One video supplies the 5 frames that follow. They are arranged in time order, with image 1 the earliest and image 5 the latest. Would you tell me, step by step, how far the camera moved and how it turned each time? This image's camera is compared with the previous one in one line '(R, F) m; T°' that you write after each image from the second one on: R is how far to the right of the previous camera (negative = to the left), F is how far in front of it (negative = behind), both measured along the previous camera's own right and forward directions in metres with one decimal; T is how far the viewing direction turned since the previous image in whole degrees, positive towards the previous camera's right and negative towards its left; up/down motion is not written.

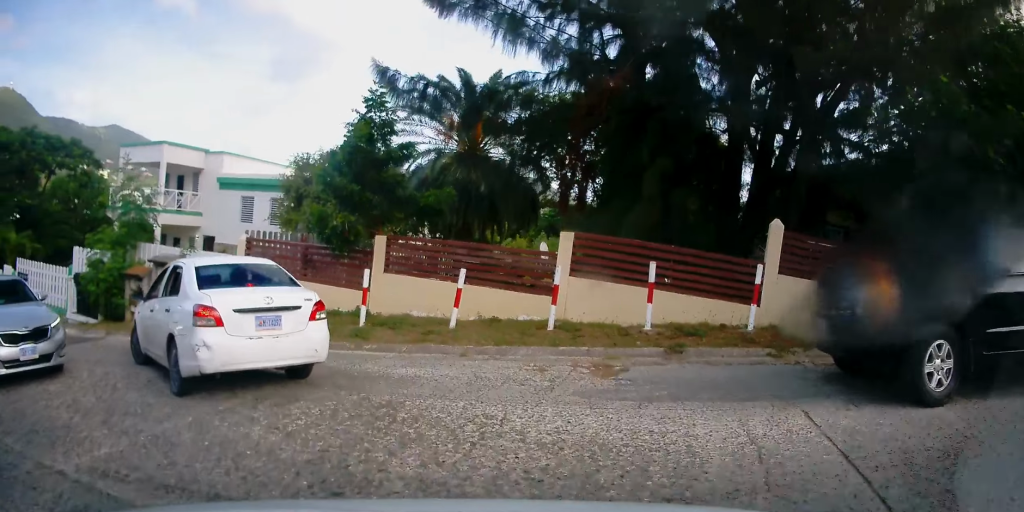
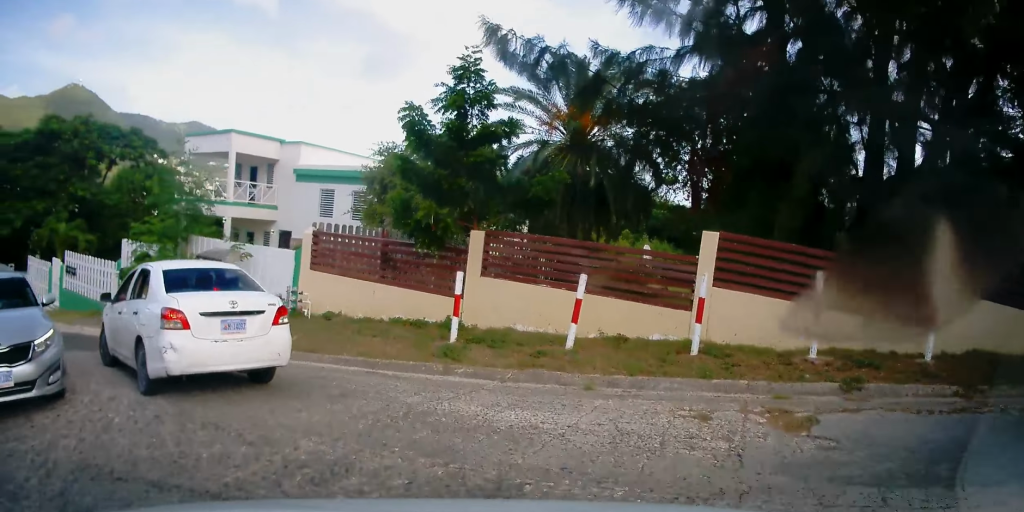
(-0.1, +2.1) m; -10°
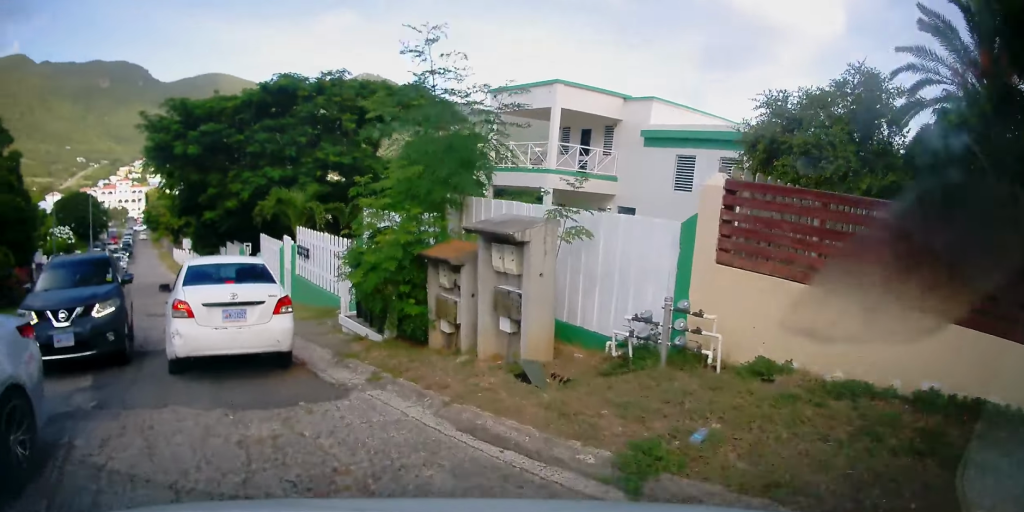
(-1.7, +5.9) m; -32°
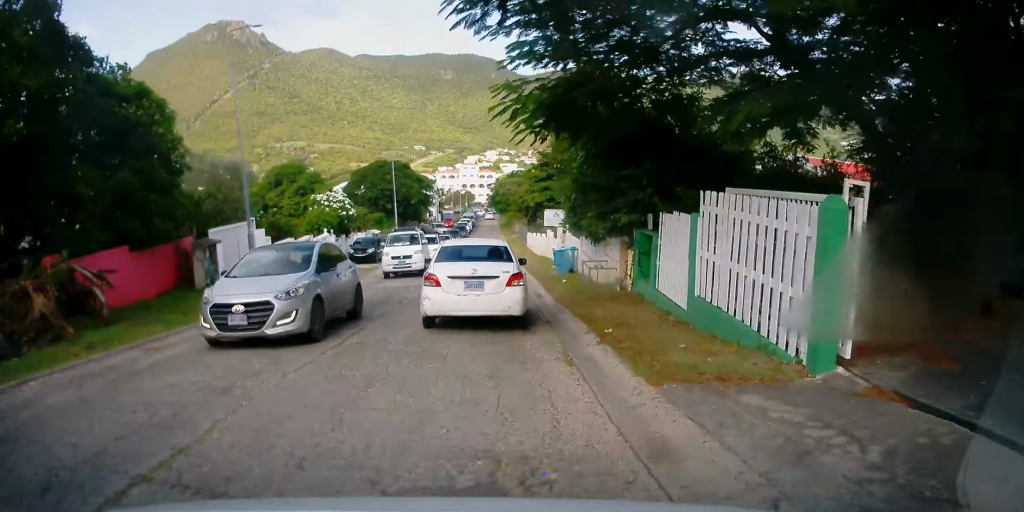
(-6.9, +16.1) m; -28°
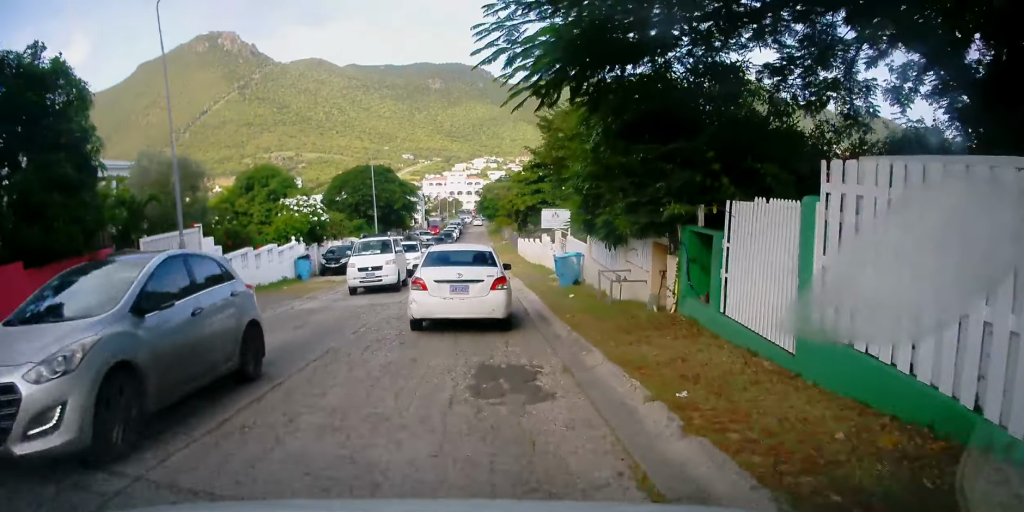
(0.0, +3.4) m; -1°
